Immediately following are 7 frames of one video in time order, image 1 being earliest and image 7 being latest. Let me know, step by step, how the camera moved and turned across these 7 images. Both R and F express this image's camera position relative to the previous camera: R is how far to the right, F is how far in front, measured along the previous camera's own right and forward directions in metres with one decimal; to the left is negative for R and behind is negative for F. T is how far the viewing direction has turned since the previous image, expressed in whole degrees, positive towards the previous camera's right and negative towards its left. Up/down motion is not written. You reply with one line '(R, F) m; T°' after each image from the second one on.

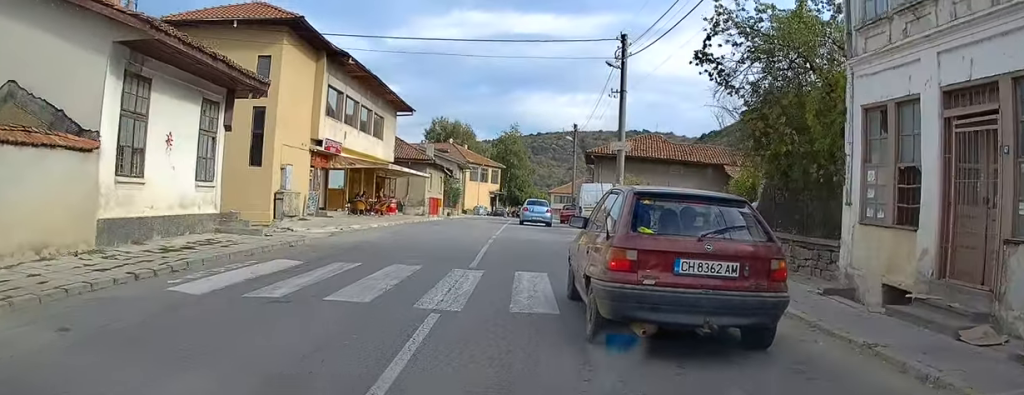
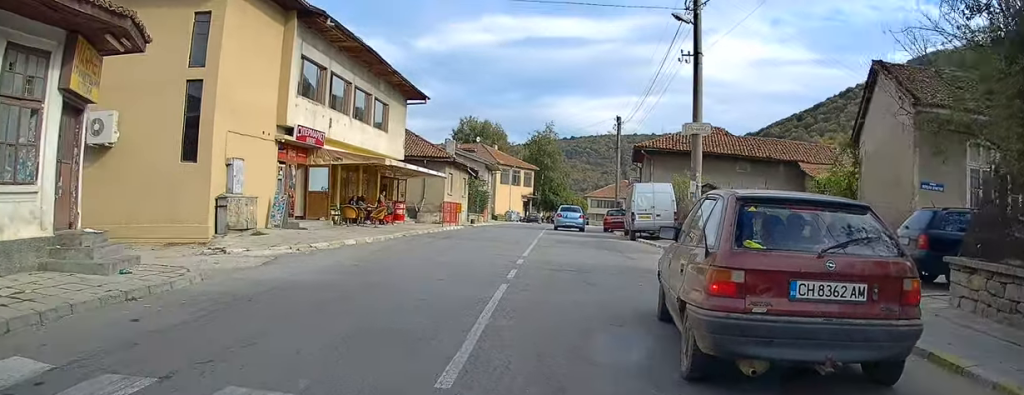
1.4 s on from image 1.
(-0.2, +7.4) m; -4°
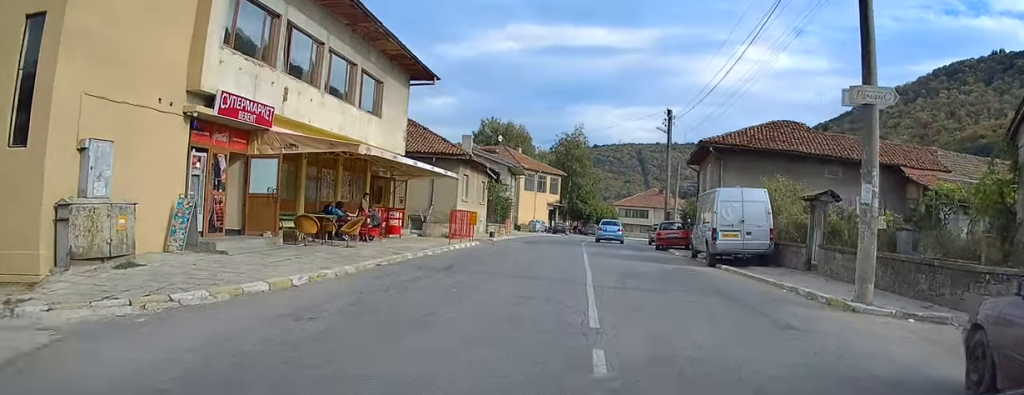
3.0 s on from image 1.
(-0.2, +8.2) m; -3°
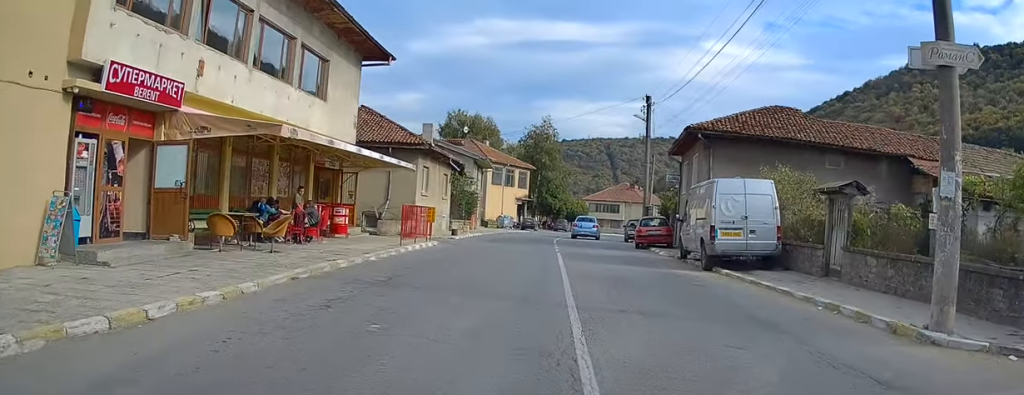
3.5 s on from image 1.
(-0.1, +3.1) m; +2°
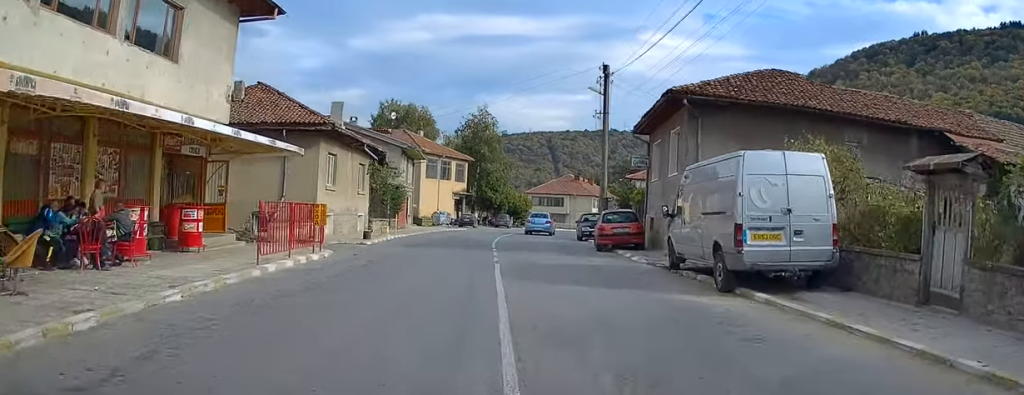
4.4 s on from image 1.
(+0.3, +6.2) m; +4°
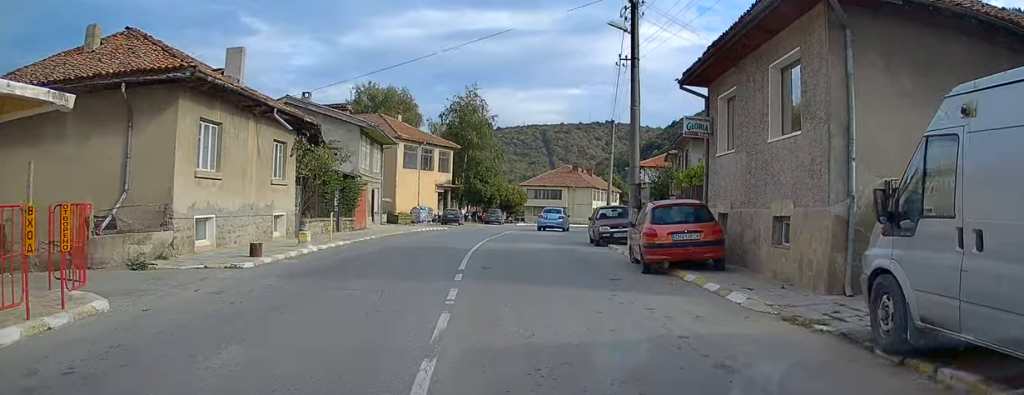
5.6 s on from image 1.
(+0.2, +9.5) m; +3°
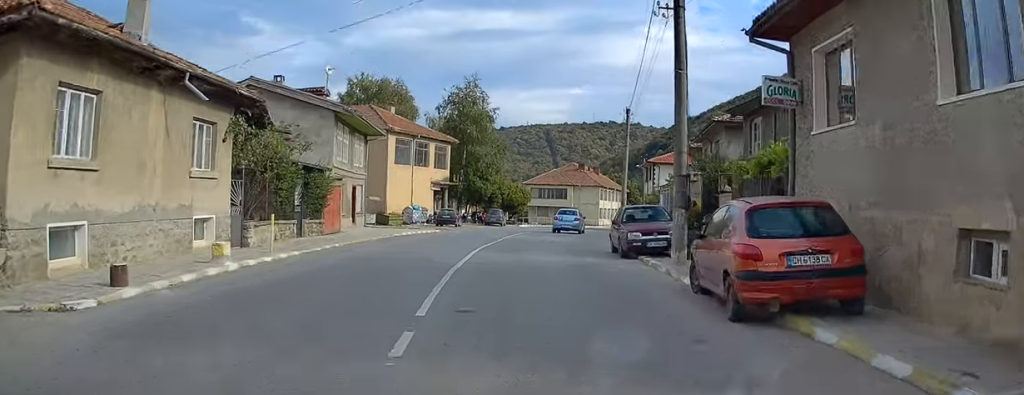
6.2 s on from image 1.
(0.0, +5.4) m; 0°
